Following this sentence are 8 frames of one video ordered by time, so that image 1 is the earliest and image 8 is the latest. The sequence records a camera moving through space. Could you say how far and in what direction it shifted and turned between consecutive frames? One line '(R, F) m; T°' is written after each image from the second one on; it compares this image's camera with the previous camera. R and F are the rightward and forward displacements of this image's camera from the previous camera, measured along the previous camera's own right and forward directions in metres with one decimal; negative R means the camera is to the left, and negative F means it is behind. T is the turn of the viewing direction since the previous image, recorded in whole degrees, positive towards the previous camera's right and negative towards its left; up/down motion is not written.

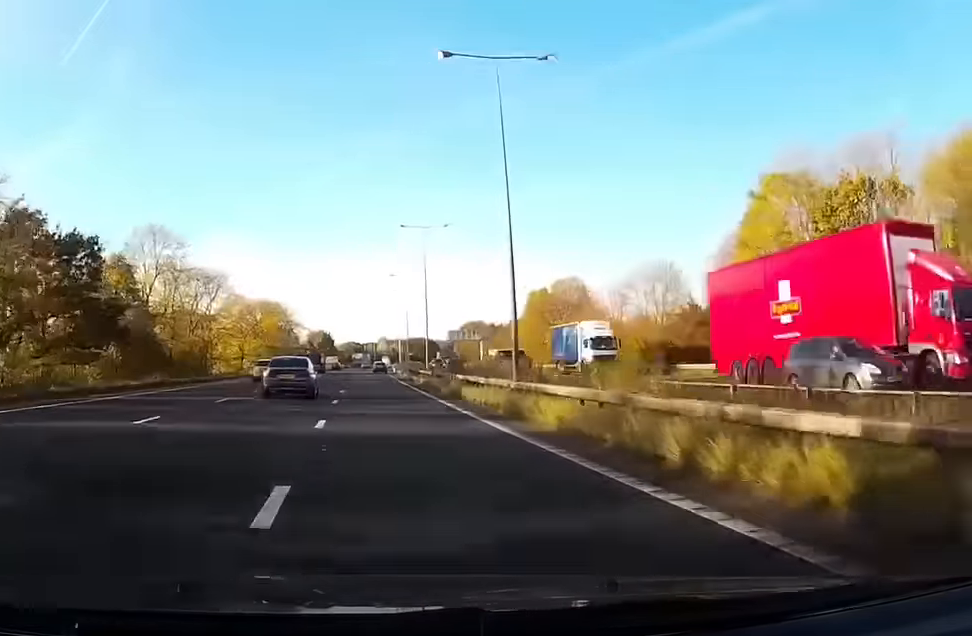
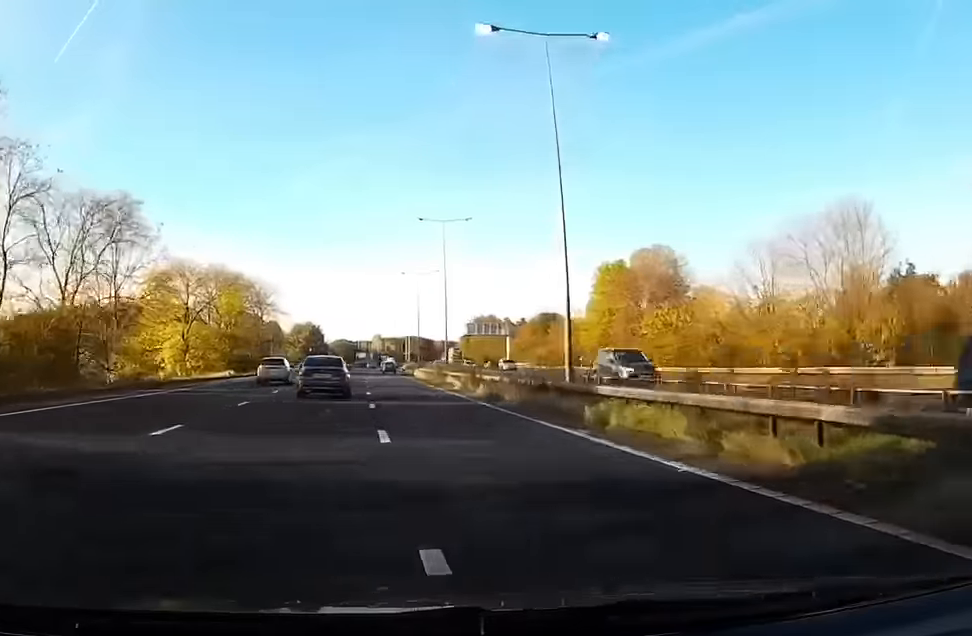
(+0.3, +37.7) m; +1°
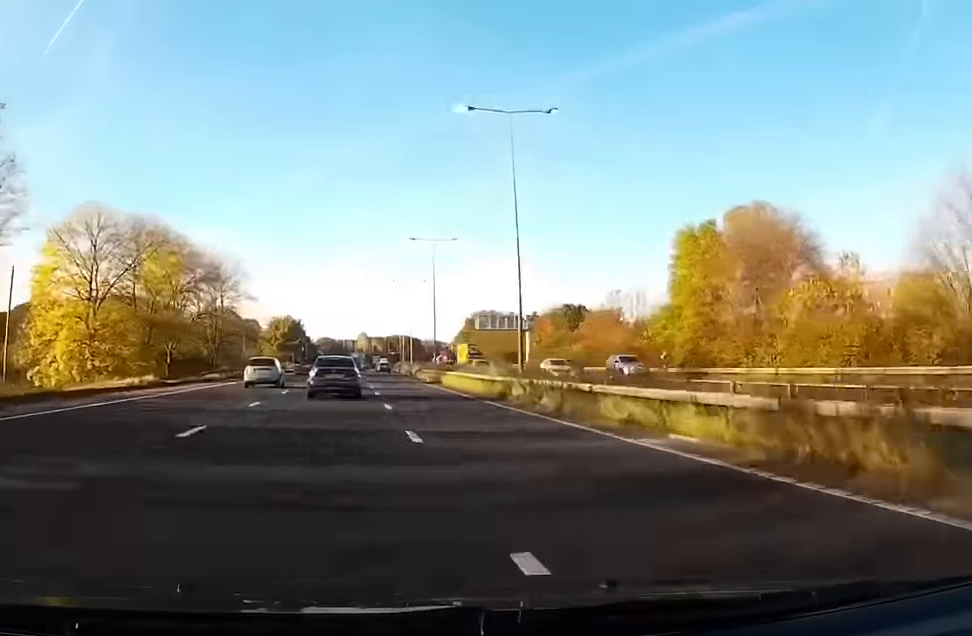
(+0.1, +26.5) m; +1°
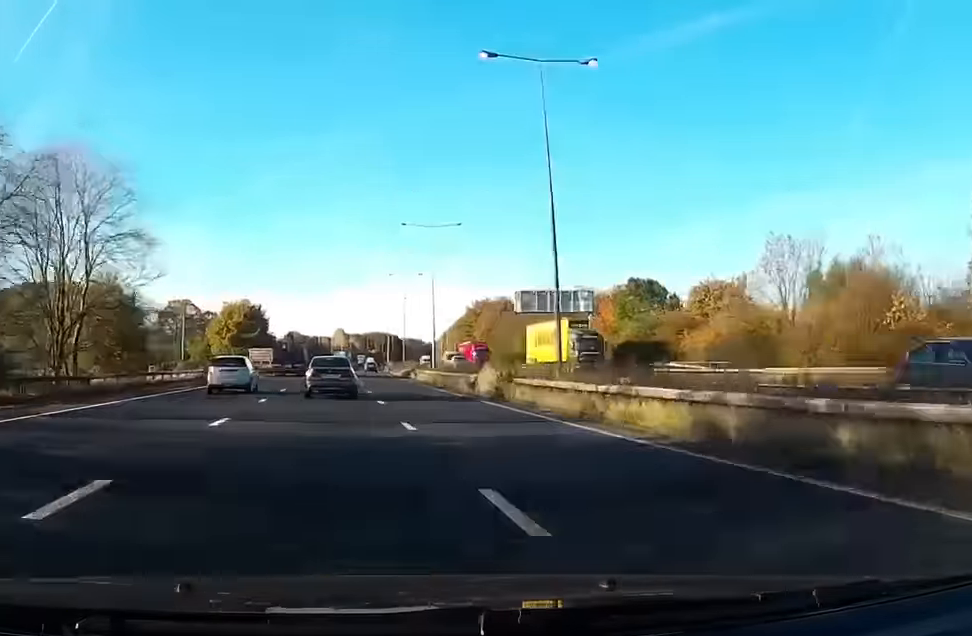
(+0.3, +41.7) m; +1°
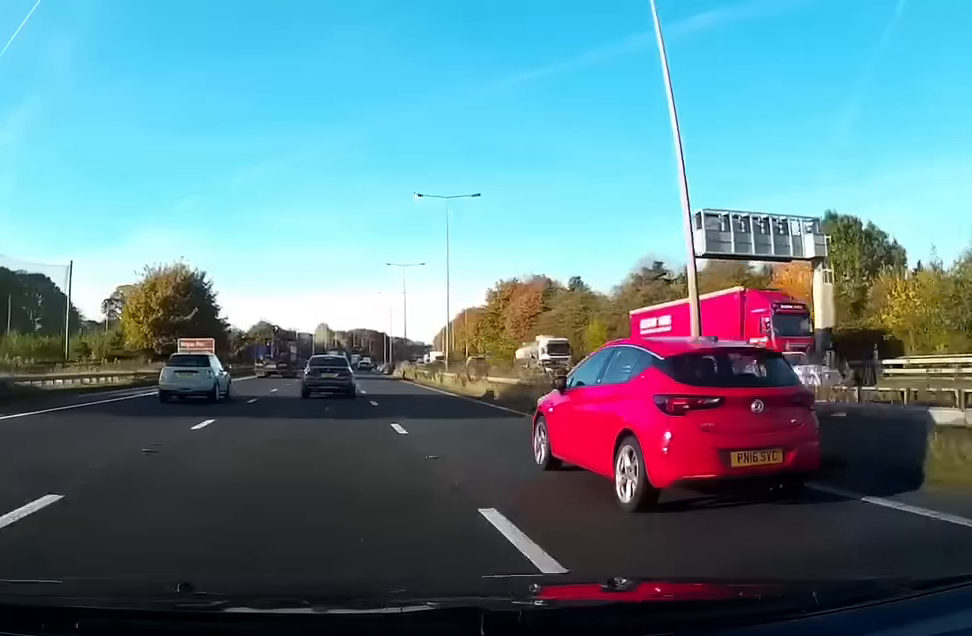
(+0.7, +45.8) m; +2°
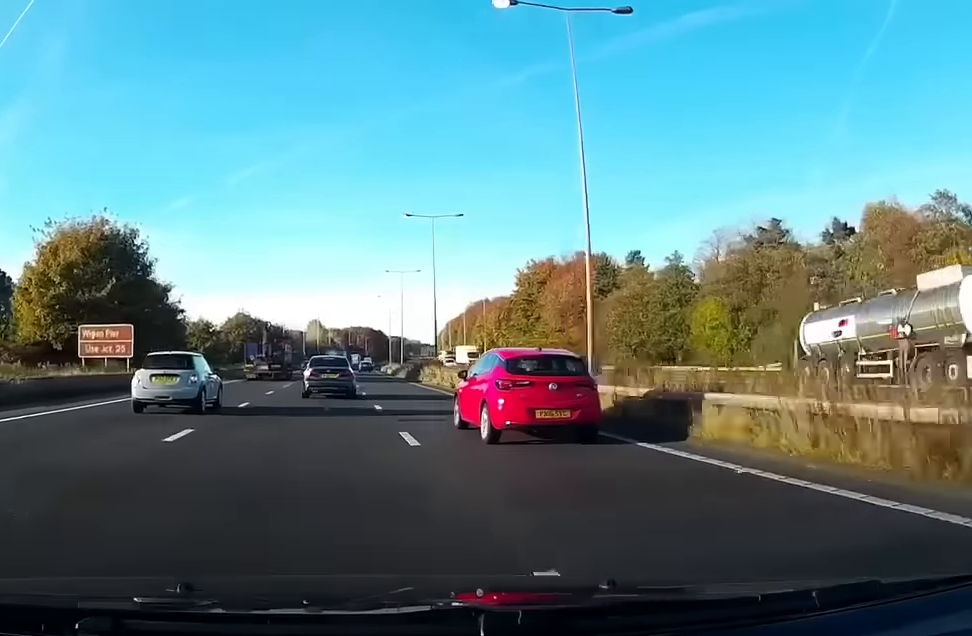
(+0.4, +28.6) m; +1°
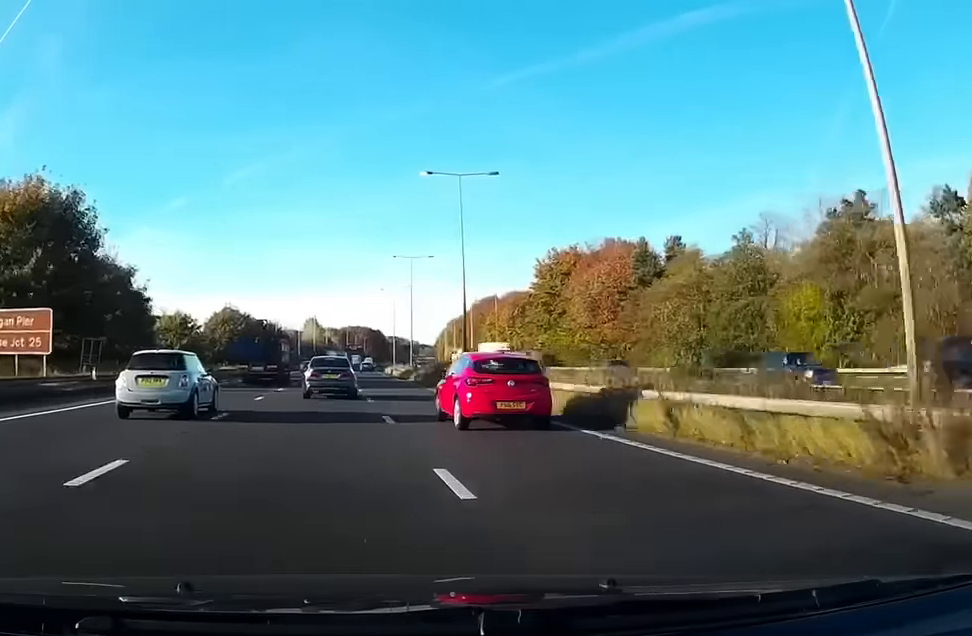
(+0.1, +13.2) m; 0°
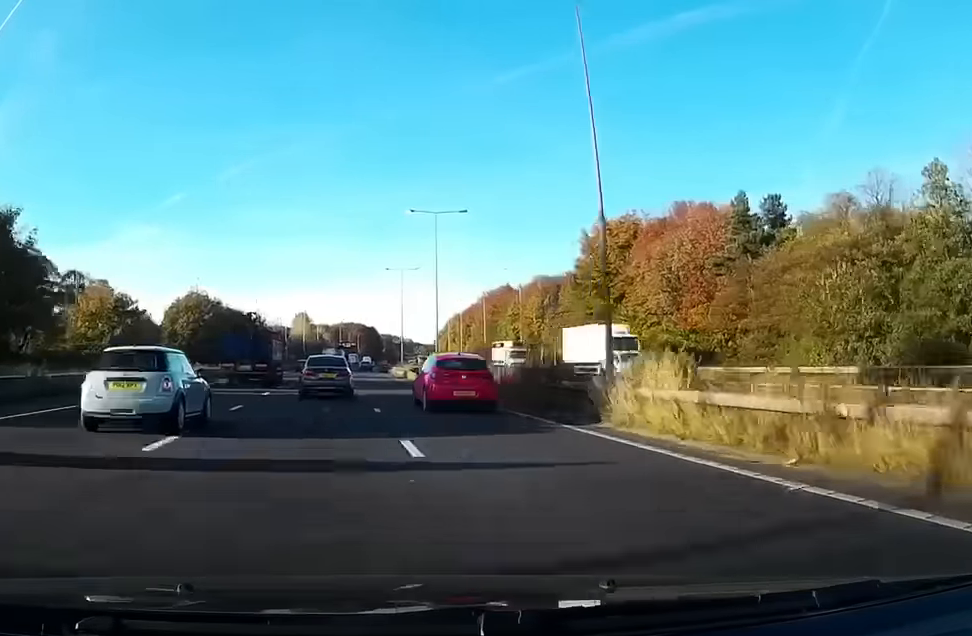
(+0.1, +23.1) m; 0°
